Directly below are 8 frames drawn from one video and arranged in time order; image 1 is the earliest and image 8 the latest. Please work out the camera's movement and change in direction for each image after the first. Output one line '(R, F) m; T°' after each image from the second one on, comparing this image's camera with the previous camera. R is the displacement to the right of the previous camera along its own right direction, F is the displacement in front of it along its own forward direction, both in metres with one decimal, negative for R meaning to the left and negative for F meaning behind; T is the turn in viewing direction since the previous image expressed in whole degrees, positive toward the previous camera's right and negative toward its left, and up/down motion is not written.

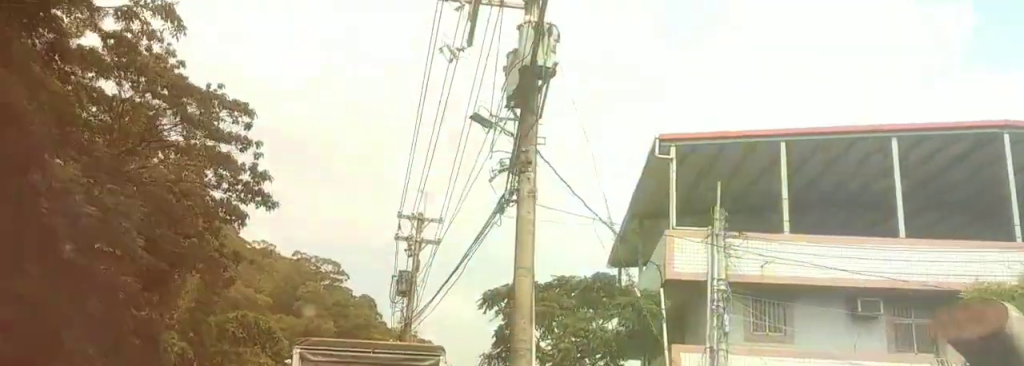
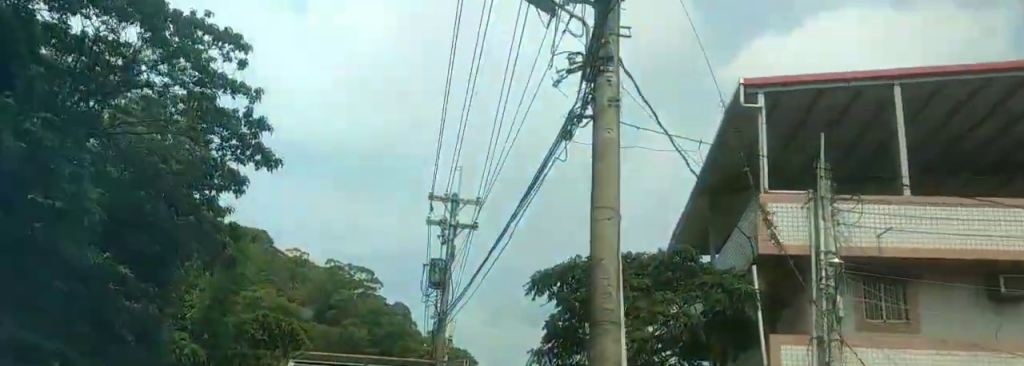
(0.0, +4.6) m; -2°
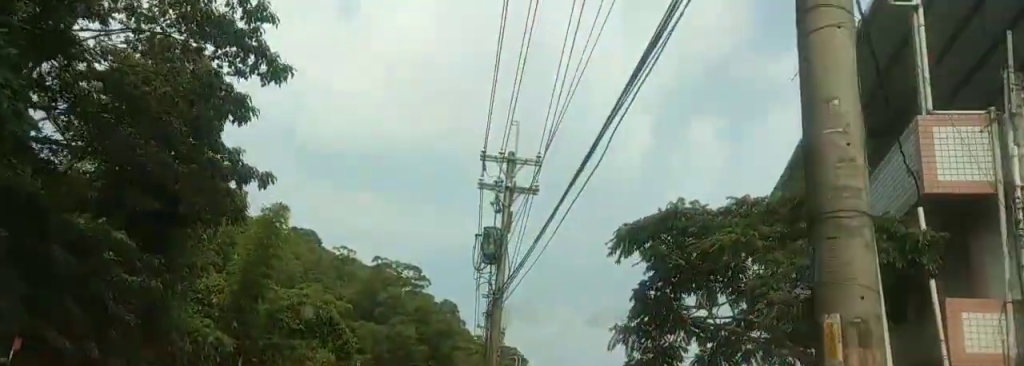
(-0.2, +4.9) m; -2°
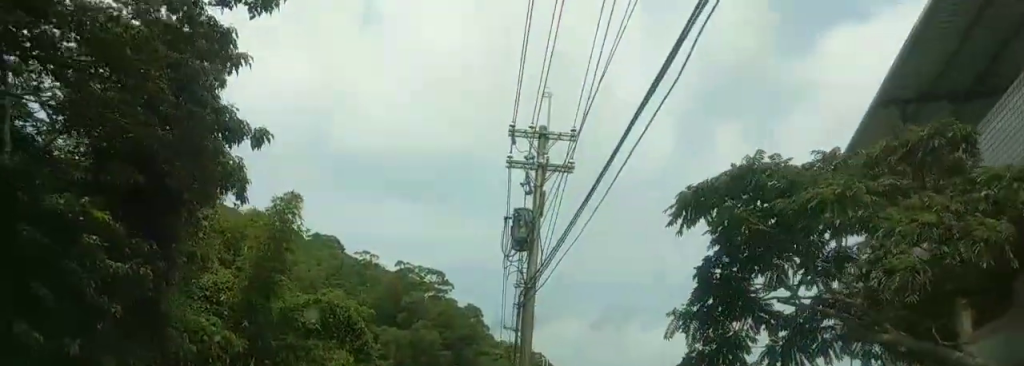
(0.0, +2.9) m; -1°
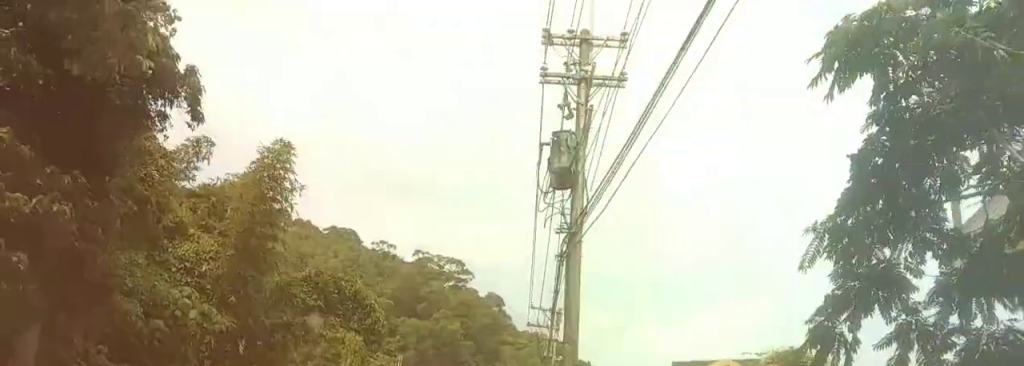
(0.0, +4.6) m; -6°
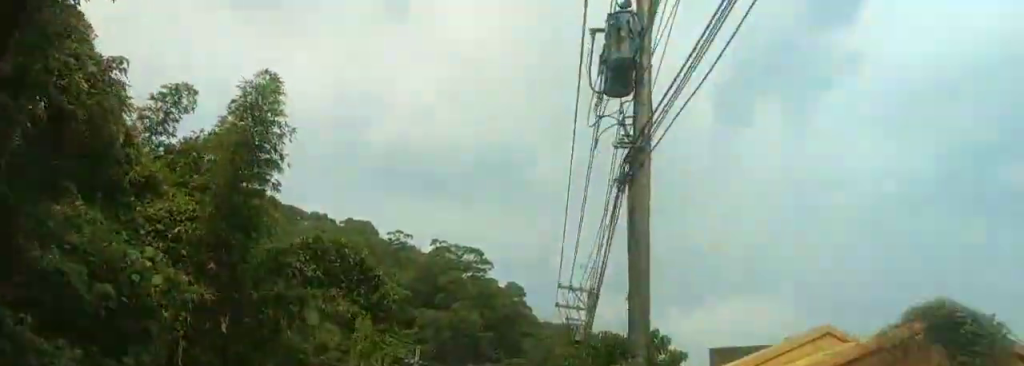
(-0.3, +3.9) m; -9°
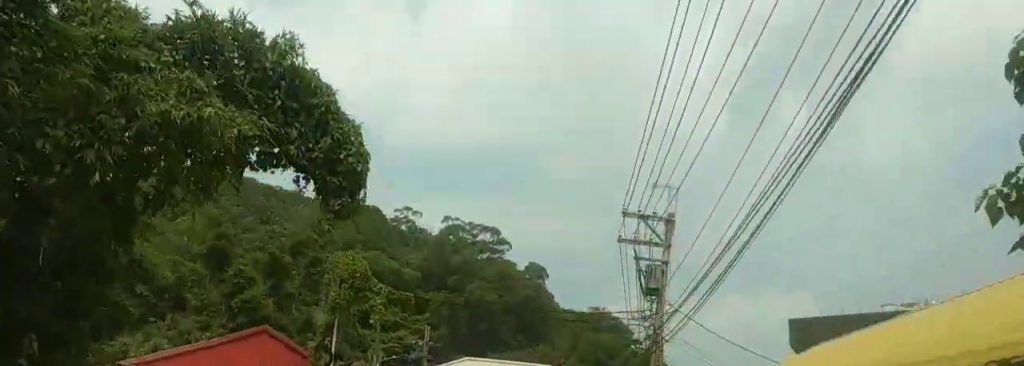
(-0.9, +10.8) m; -3°
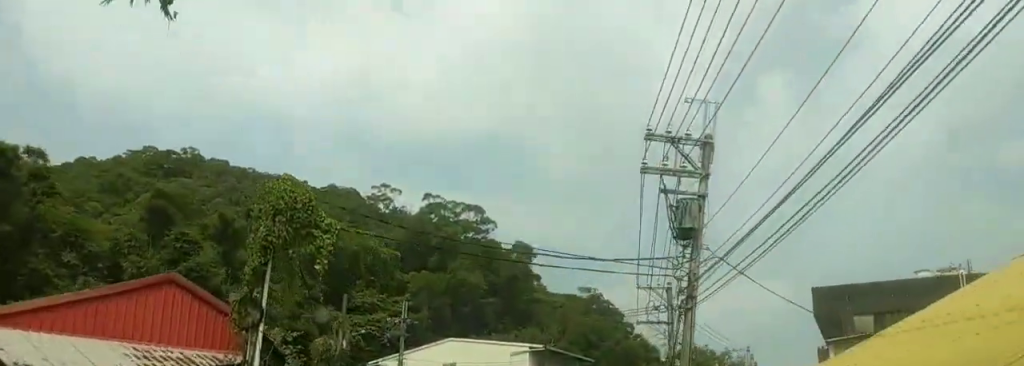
(+0.1, +5.7) m; +10°
